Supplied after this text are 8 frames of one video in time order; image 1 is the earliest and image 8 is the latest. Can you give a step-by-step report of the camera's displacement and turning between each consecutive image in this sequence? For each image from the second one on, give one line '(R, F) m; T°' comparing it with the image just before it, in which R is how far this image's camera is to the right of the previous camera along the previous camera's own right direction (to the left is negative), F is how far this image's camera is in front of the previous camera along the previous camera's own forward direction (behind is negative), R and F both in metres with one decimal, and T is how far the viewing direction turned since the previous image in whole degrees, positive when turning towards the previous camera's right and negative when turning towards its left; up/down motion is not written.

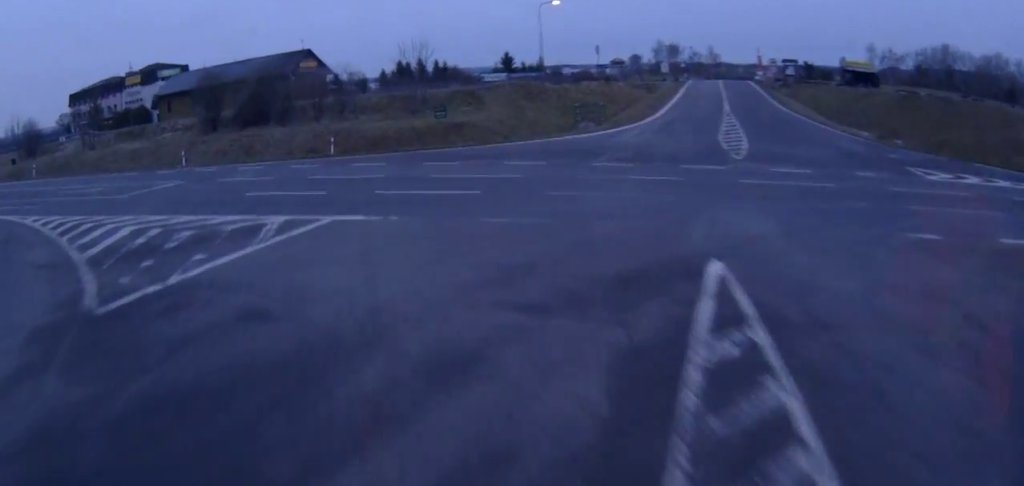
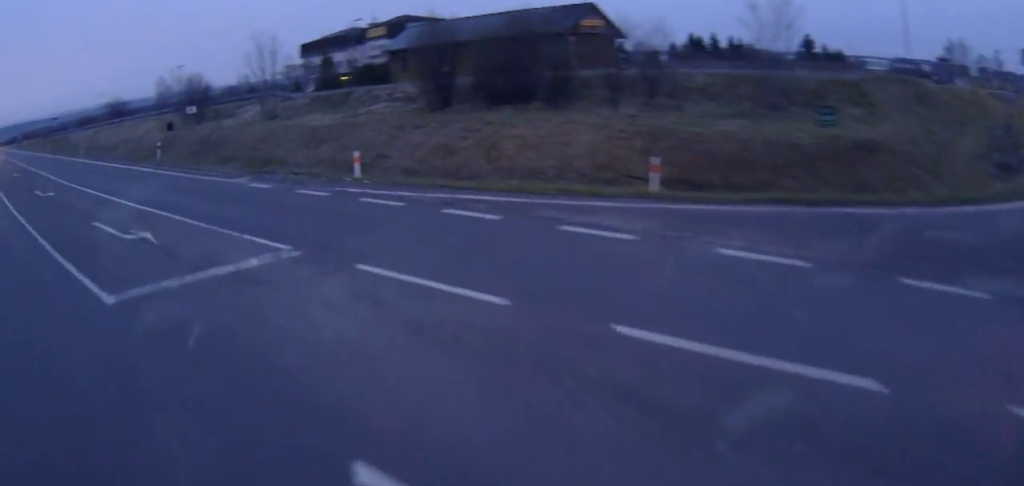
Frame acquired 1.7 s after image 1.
(-0.4, +19.5) m; -1°
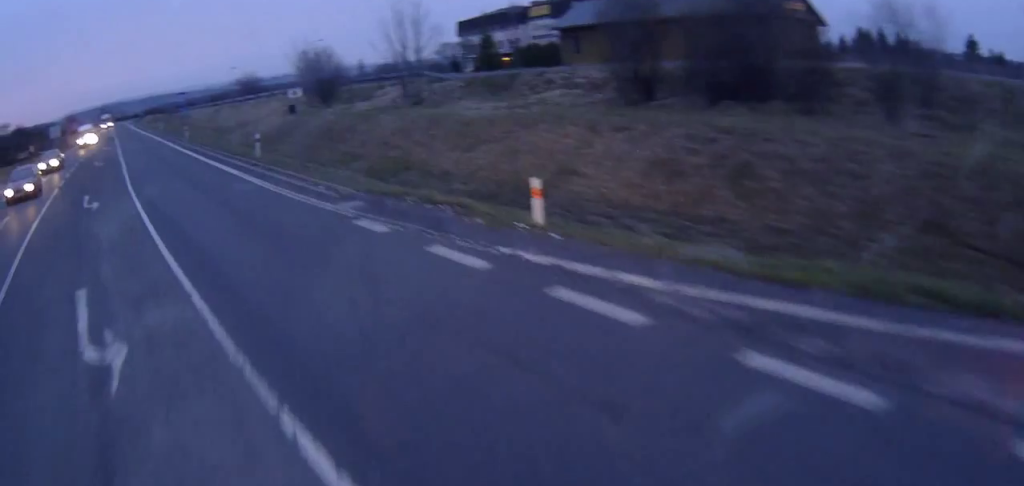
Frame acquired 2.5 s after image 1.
(+0.1, +9.7) m; -7°
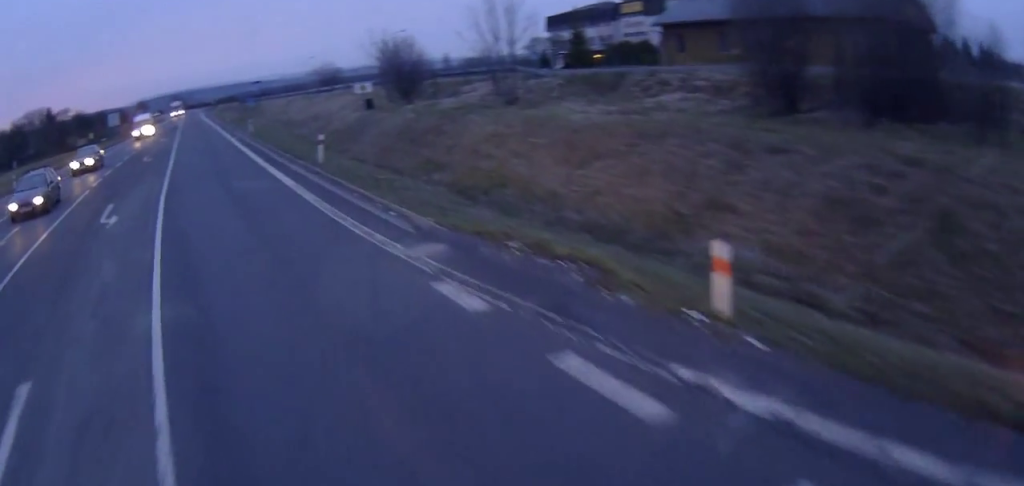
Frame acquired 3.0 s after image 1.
(-0.6, +4.9) m; -8°
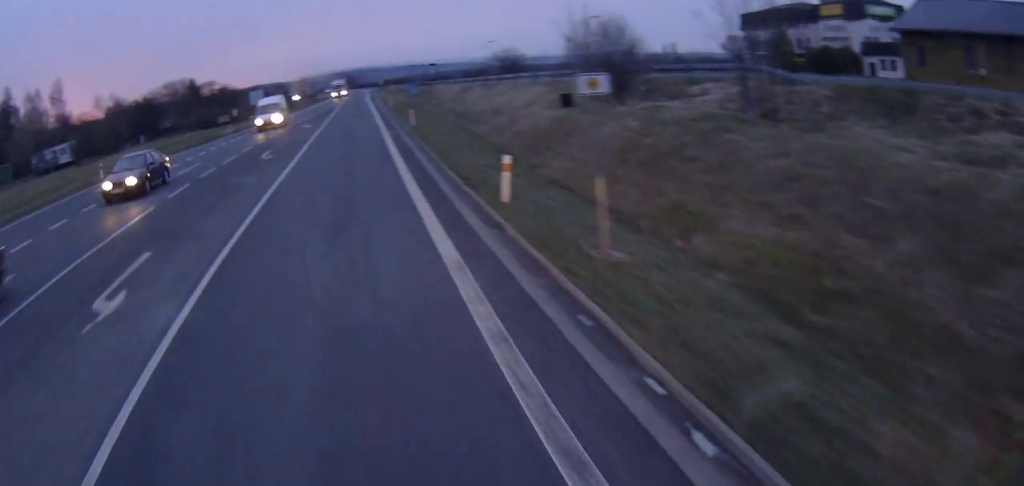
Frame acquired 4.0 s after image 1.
(-1.7, +10.1) m; -13°
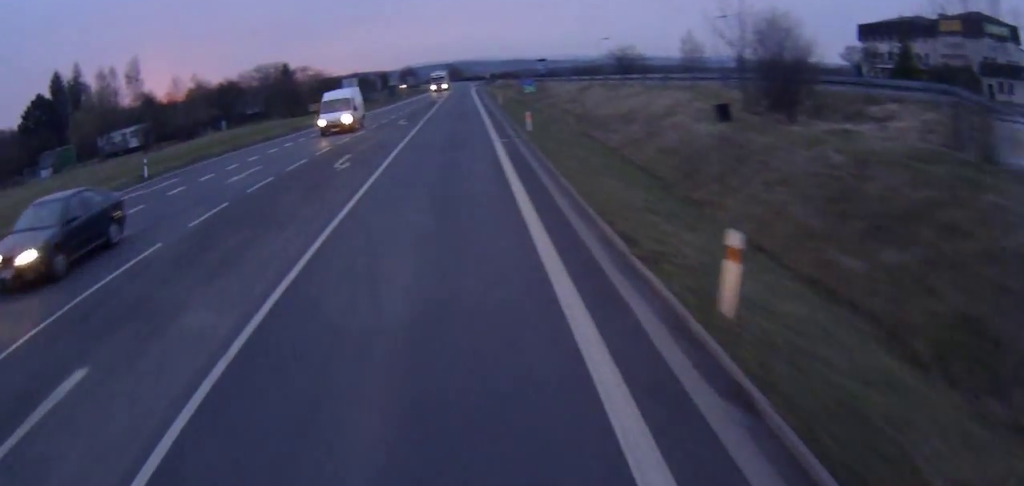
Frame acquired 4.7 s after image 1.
(-1.0, +7.0) m; -2°
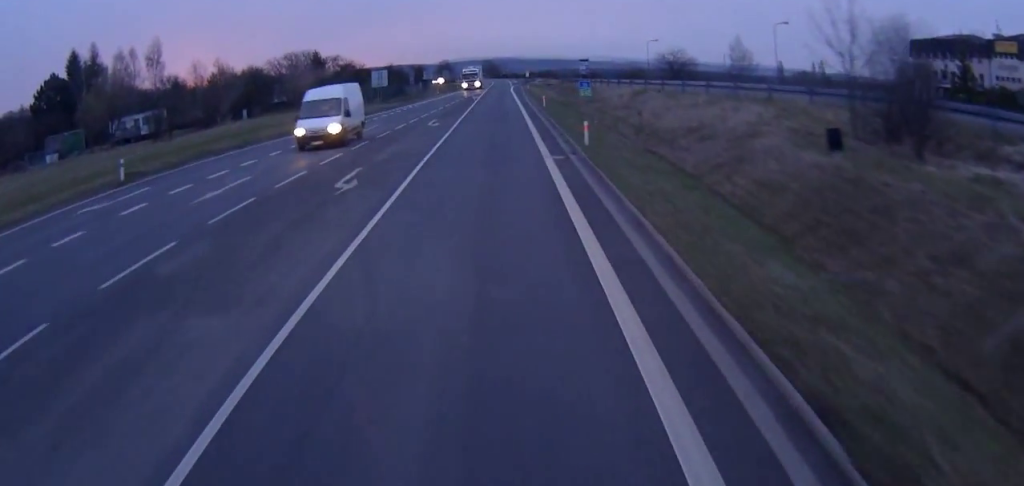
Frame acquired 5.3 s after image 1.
(+0.8, +5.6) m; 0°
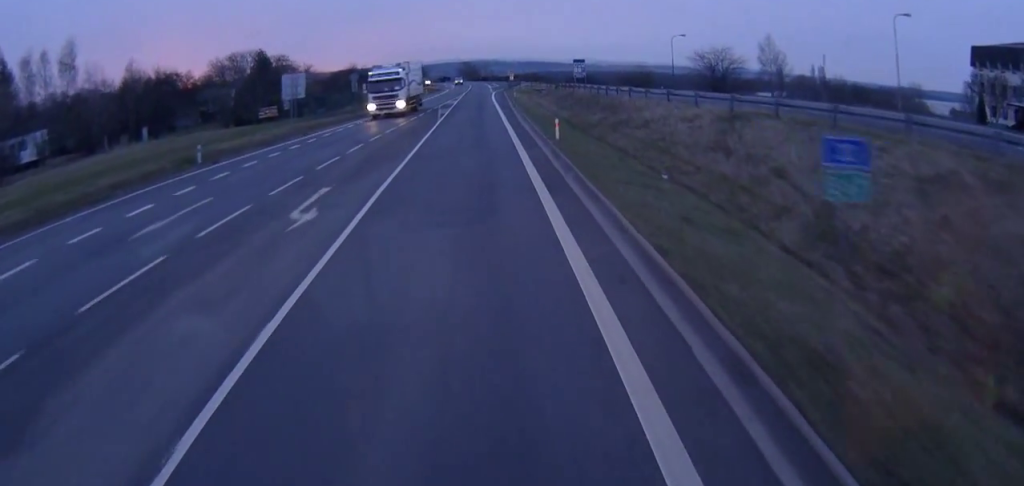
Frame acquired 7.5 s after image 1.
(-1.4, +18.2) m; -2°
